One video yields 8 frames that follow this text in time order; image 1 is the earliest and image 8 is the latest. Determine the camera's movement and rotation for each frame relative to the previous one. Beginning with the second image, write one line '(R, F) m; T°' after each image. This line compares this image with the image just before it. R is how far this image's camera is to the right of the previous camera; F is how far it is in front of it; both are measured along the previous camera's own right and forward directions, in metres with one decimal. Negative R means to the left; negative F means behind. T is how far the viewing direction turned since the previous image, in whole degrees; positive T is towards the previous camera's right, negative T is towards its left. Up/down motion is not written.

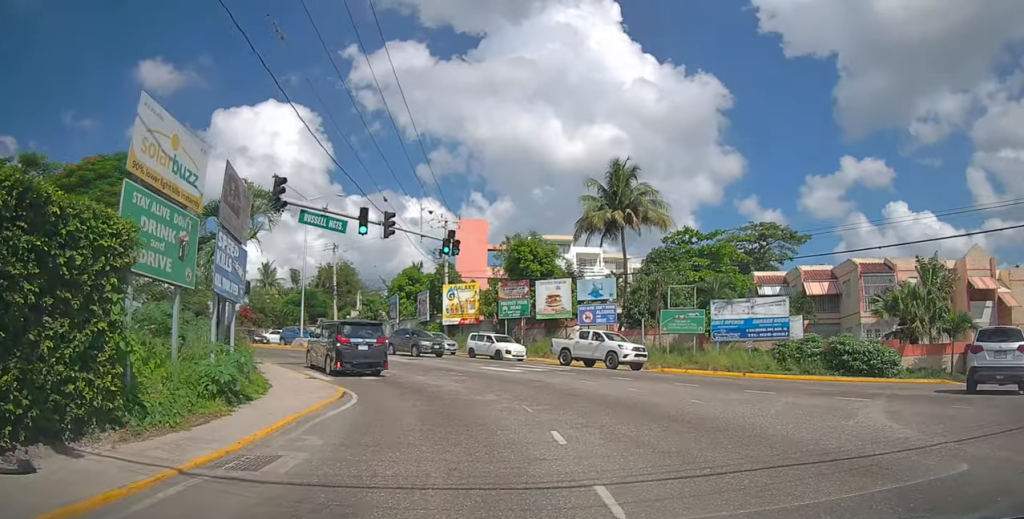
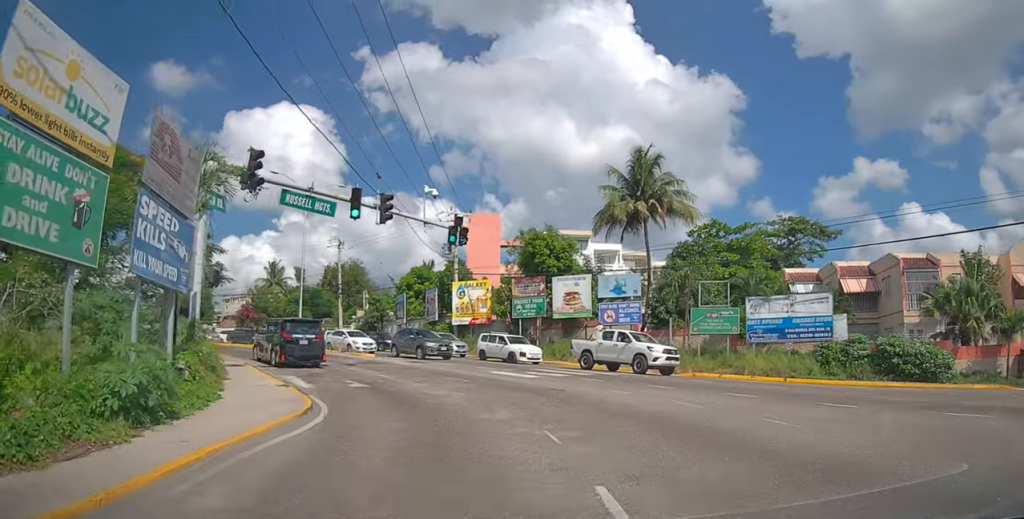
(-0.2, +2.8) m; -4°
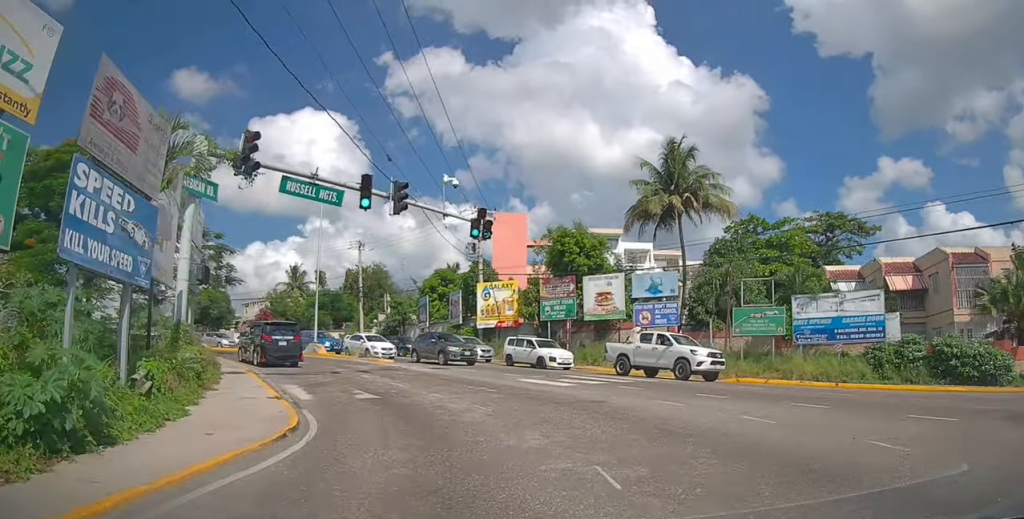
(-0.1, +1.9) m; -3°
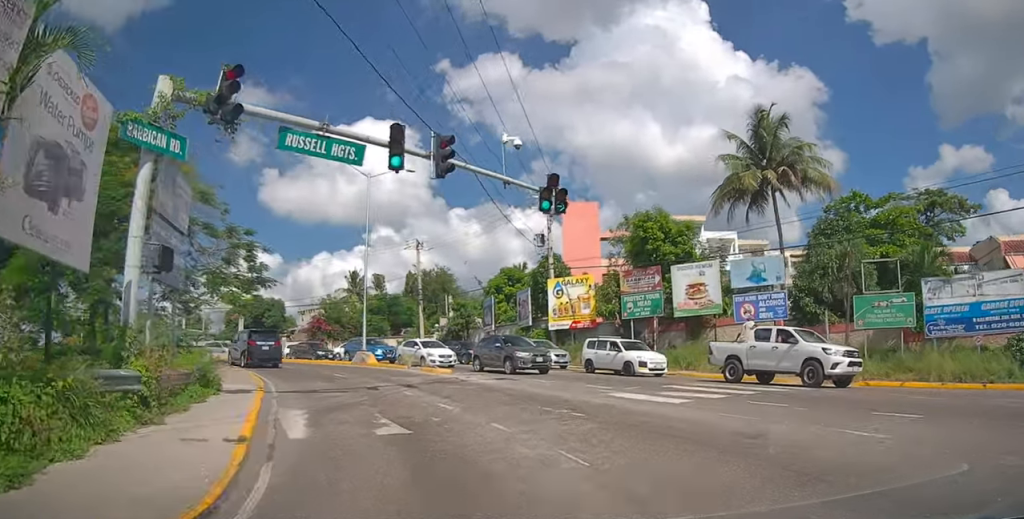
(0.0, +4.5) m; -8°
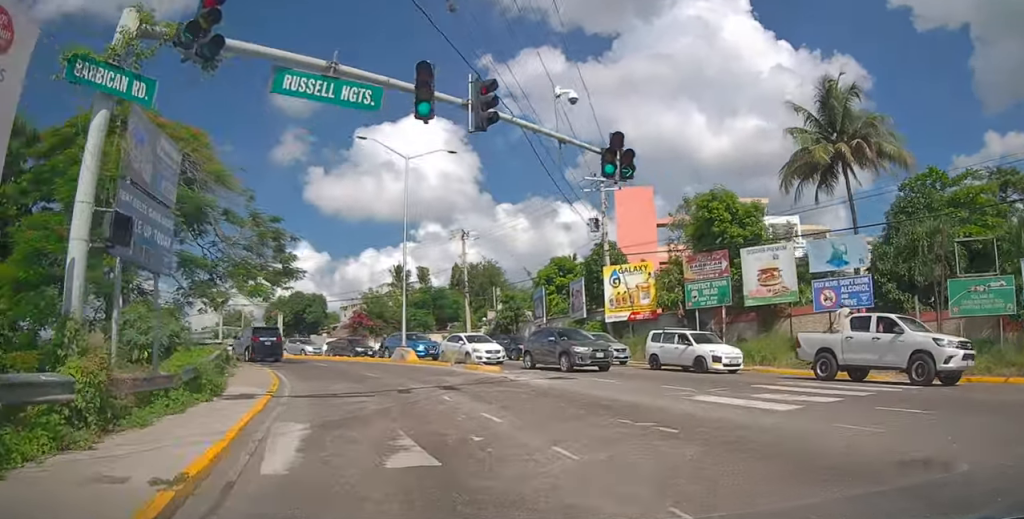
(-0.2, +2.7) m; -5°
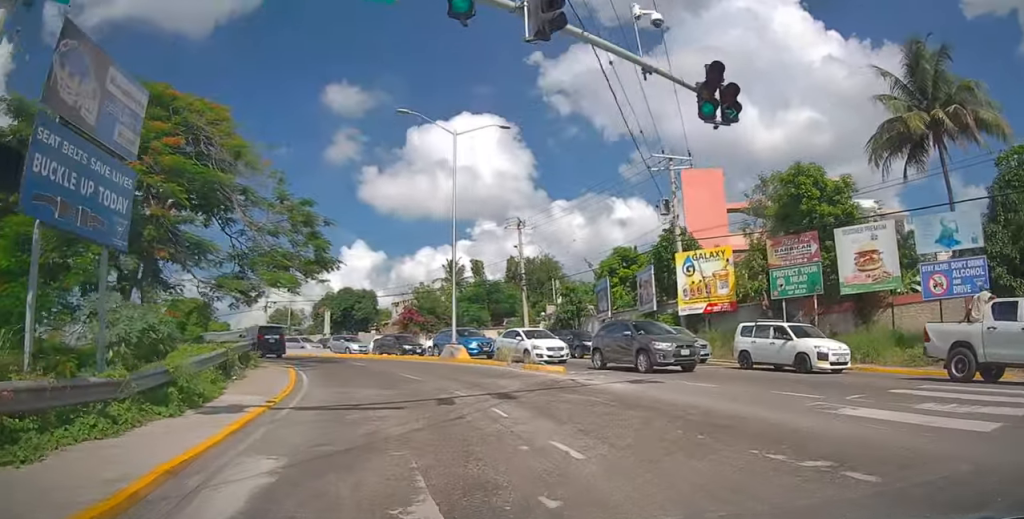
(-0.3, +3.2) m; -6°
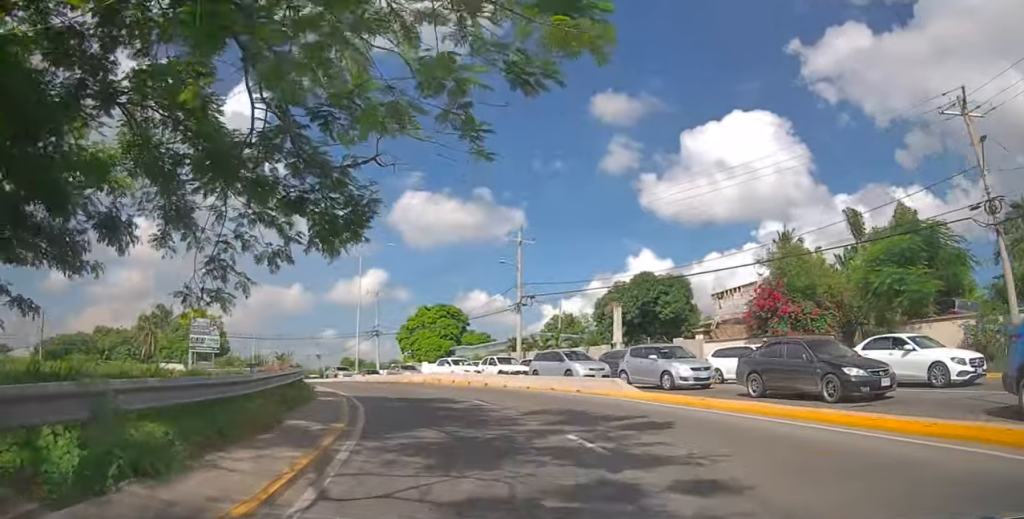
(-5.9, +21.6) m; -30°
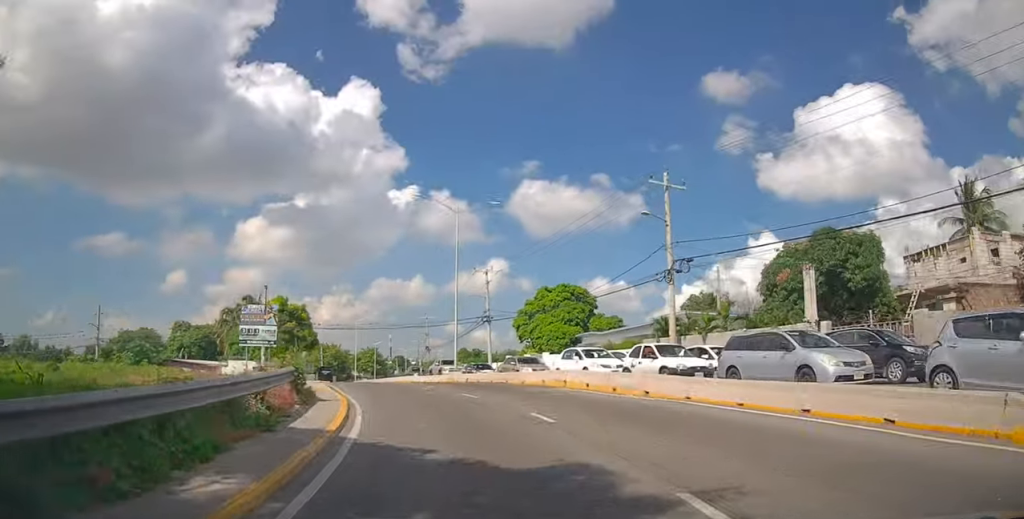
(-1.1, +10.5) m; -10°
